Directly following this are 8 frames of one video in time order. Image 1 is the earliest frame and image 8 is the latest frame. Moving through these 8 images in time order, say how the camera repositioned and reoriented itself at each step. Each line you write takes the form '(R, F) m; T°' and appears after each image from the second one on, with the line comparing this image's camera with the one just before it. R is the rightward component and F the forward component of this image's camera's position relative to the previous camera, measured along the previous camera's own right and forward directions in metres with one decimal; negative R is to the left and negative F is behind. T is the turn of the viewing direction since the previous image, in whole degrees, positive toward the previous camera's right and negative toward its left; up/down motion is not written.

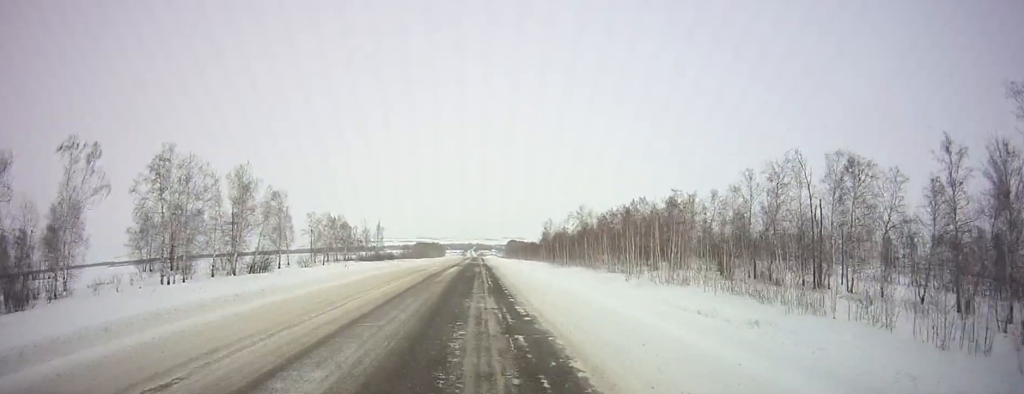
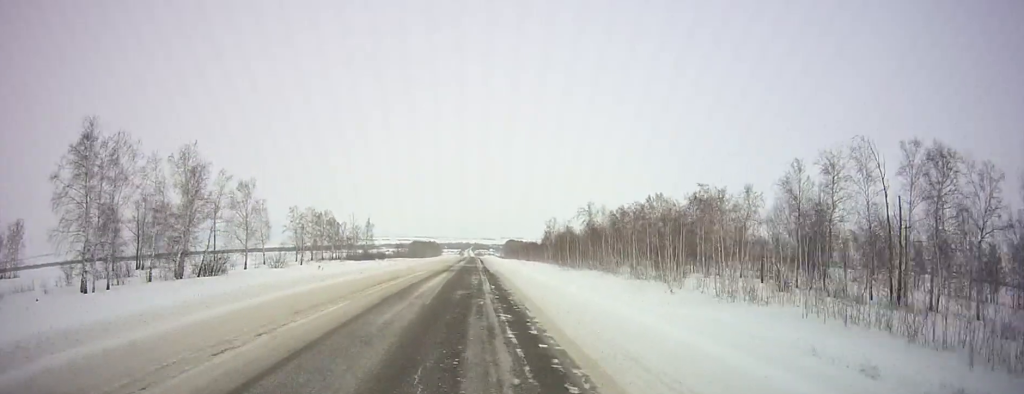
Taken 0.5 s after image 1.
(0.0, +15.0) m; 0°
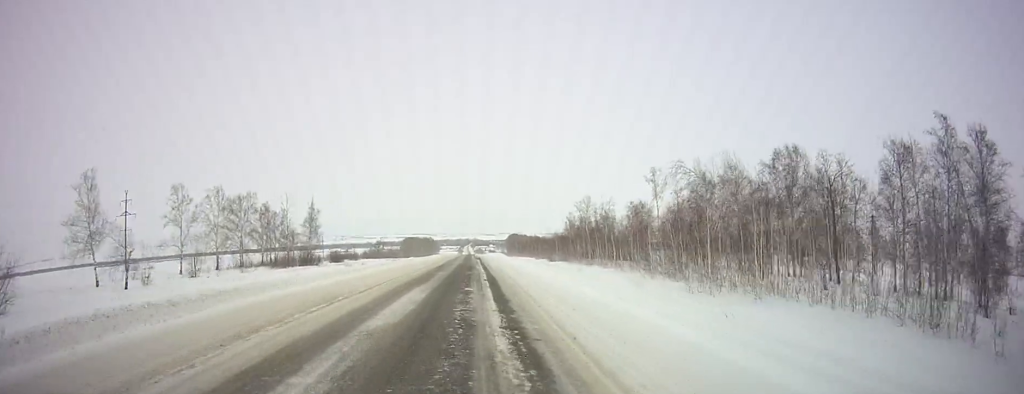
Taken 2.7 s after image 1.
(-0.1, +60.4) m; -1°
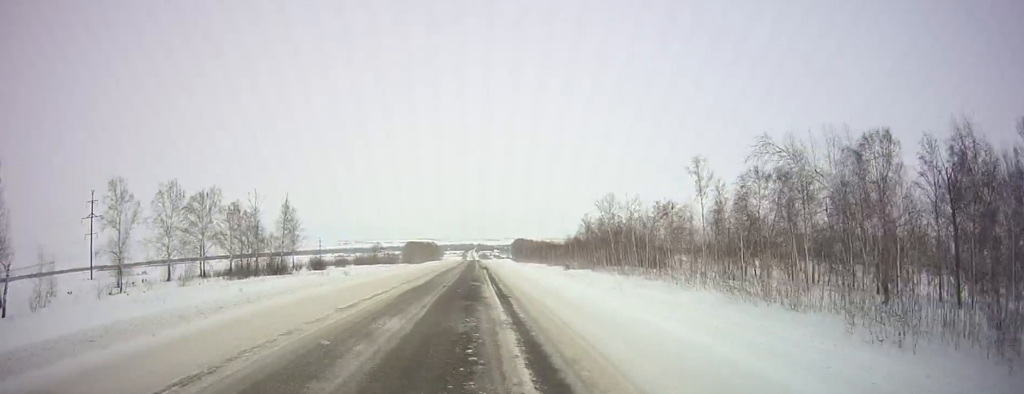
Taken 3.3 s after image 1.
(0.0, +18.9) m; 0°
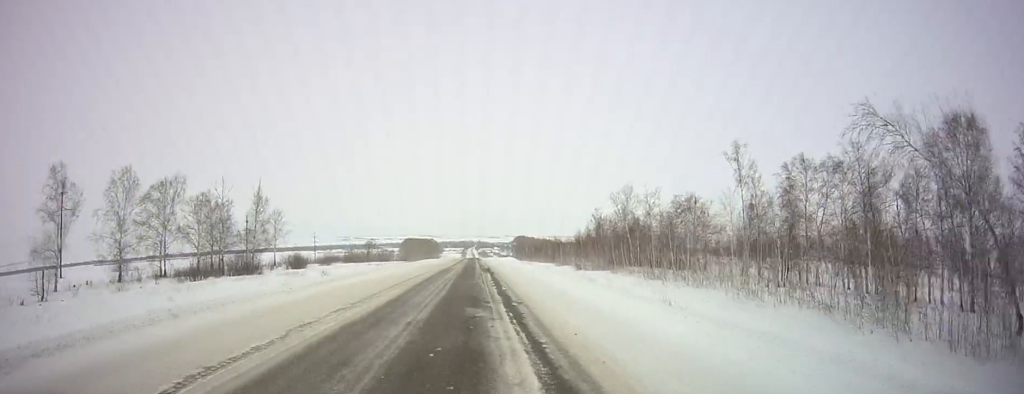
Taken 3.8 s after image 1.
(0.0, +13.2) m; 0°
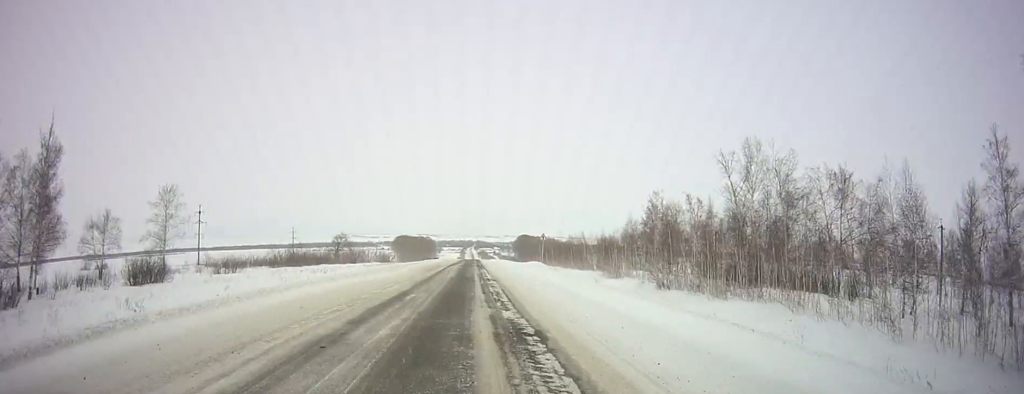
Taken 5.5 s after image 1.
(0.0, +48.3) m; 0°
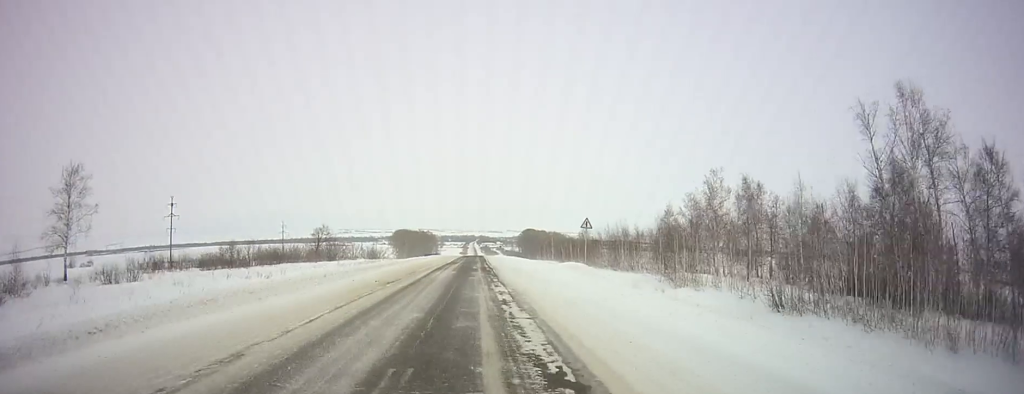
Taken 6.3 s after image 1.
(-0.1, +23.7) m; 0°
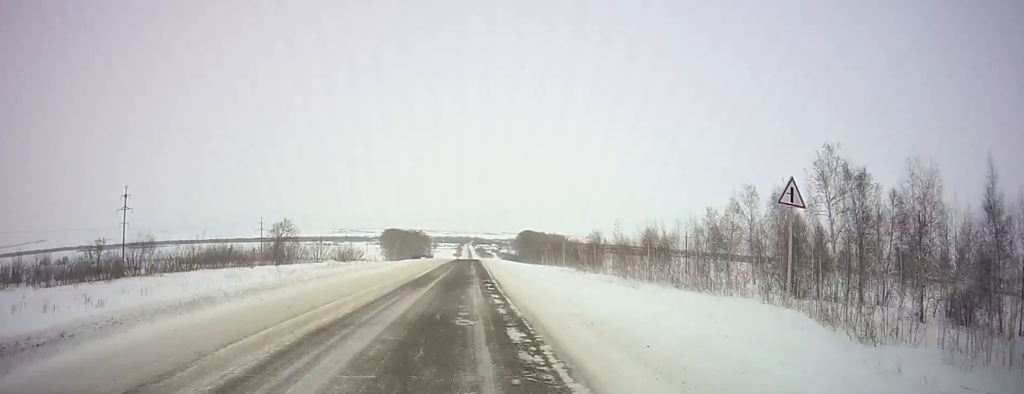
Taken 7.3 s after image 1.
(0.0, +27.5) m; 0°
